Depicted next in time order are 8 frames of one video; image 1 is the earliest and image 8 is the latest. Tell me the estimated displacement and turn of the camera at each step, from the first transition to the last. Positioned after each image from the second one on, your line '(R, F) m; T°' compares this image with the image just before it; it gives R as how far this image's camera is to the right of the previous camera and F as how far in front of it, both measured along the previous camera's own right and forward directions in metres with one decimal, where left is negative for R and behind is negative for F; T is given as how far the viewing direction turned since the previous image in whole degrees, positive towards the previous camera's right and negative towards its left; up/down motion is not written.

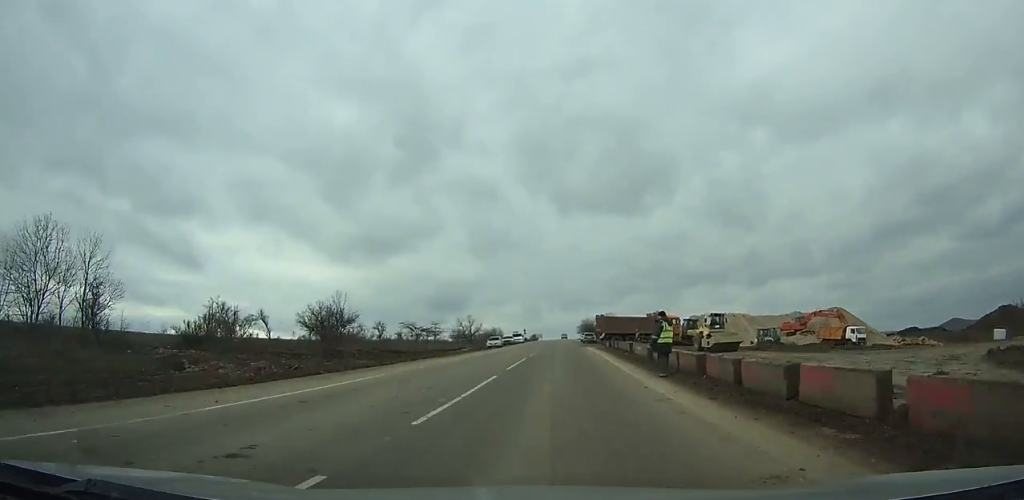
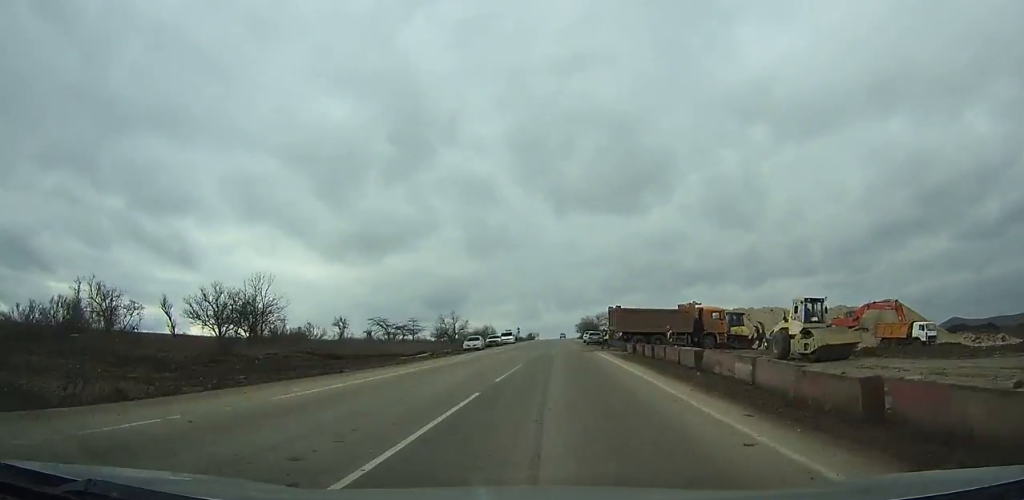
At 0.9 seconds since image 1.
(0.0, +17.0) m; 0°
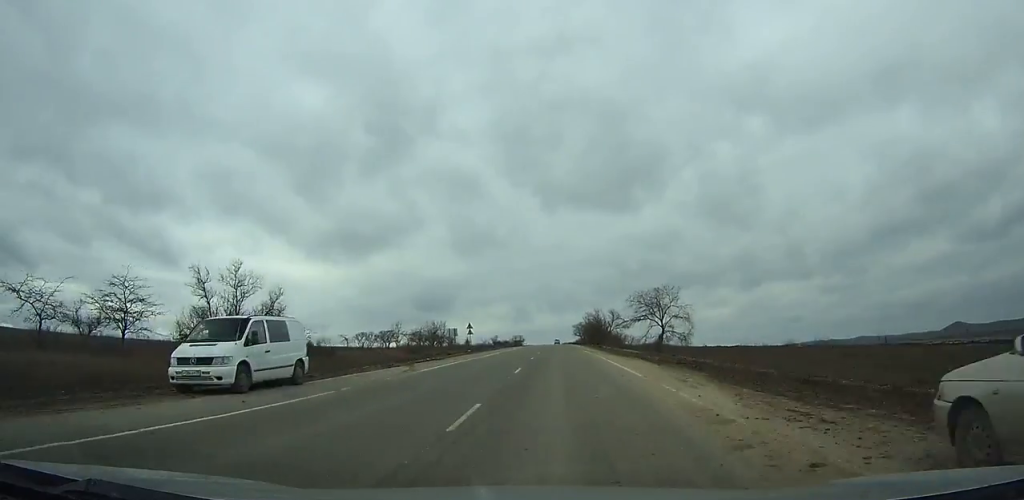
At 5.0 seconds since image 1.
(+0.2, +74.1) m; 0°
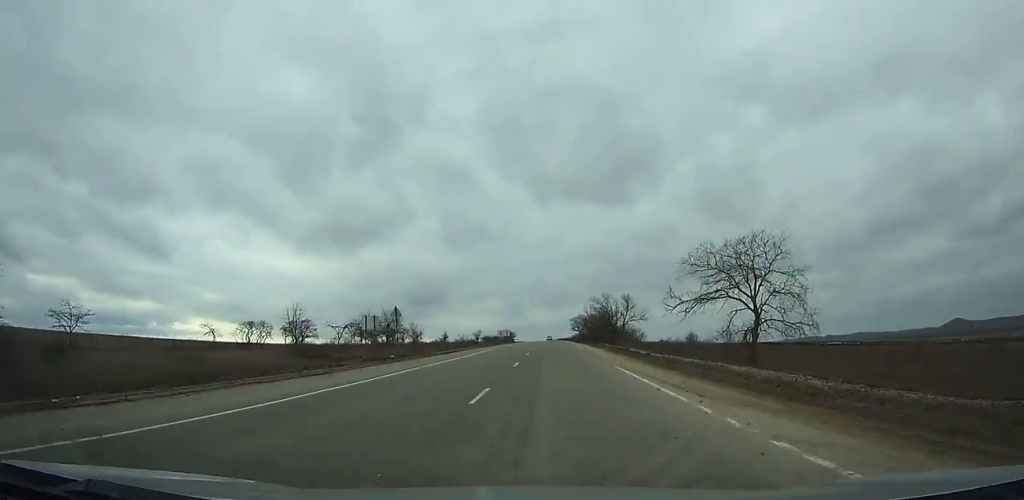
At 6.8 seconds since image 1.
(+0.1, +33.5) m; 0°
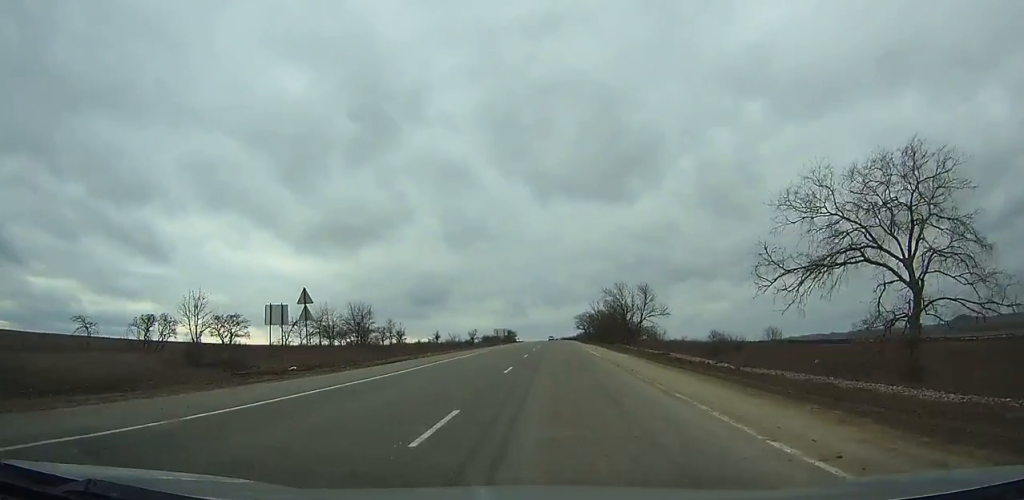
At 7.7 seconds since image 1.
(0.0, +16.4) m; 0°
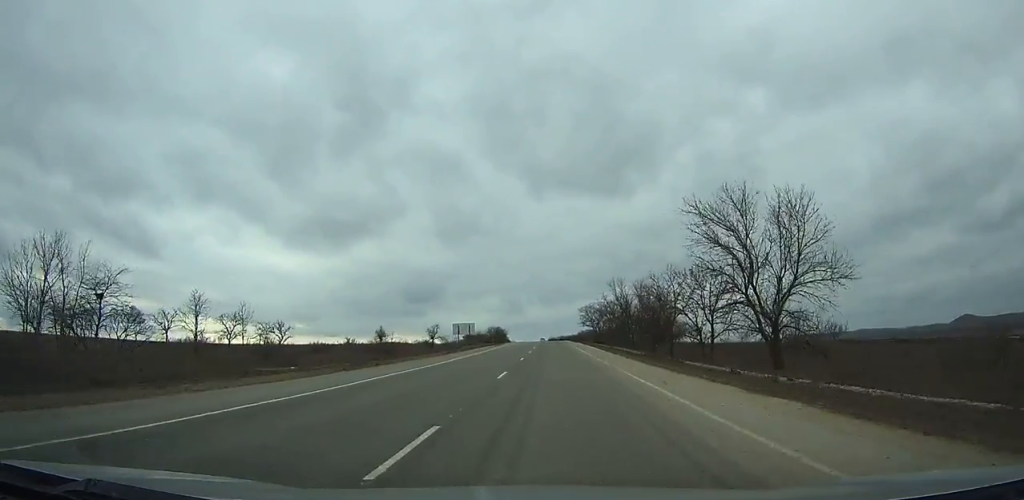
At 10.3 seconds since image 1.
(+0.1, +50.2) m; 0°
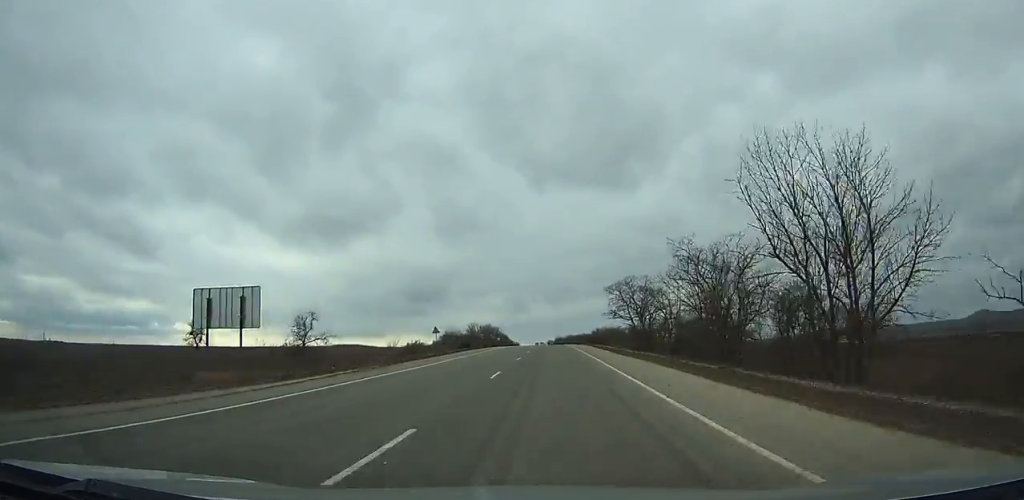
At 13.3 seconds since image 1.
(-0.7, +60.0) m; -1°
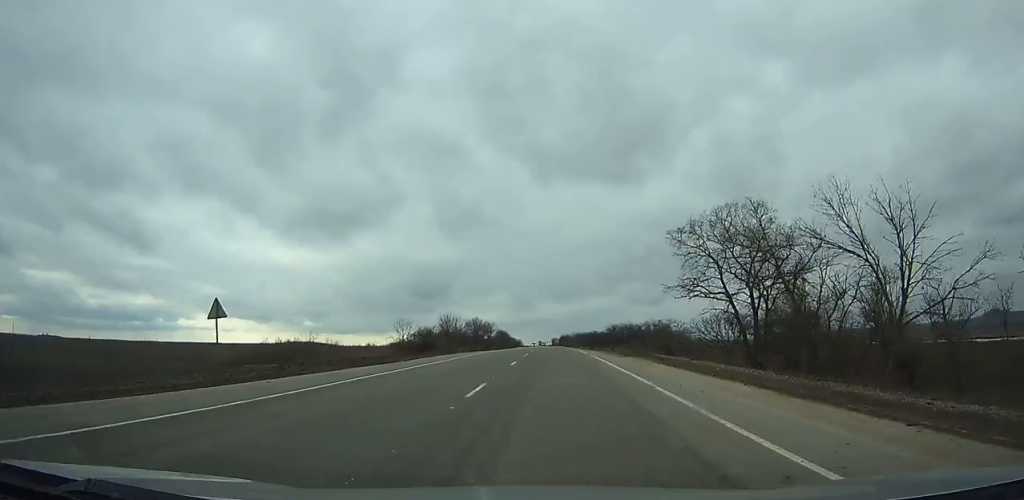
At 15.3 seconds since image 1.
(-0.2, +40.8) m; -1°
